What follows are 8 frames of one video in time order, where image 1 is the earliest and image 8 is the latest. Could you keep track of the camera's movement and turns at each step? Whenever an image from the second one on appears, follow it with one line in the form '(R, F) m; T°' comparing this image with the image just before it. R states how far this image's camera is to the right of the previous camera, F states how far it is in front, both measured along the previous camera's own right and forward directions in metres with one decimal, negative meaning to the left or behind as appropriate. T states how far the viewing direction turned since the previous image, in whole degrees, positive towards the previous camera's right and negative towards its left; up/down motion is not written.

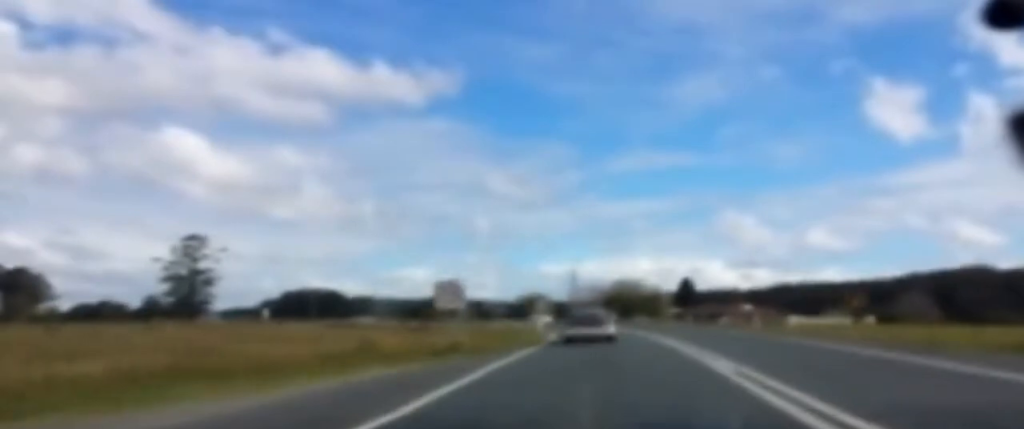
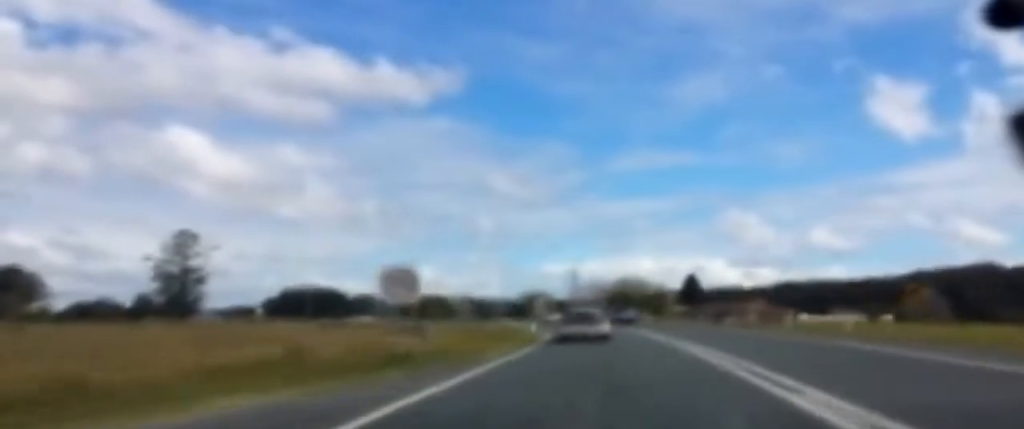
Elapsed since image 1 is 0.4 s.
(0.0, +7.6) m; -1°
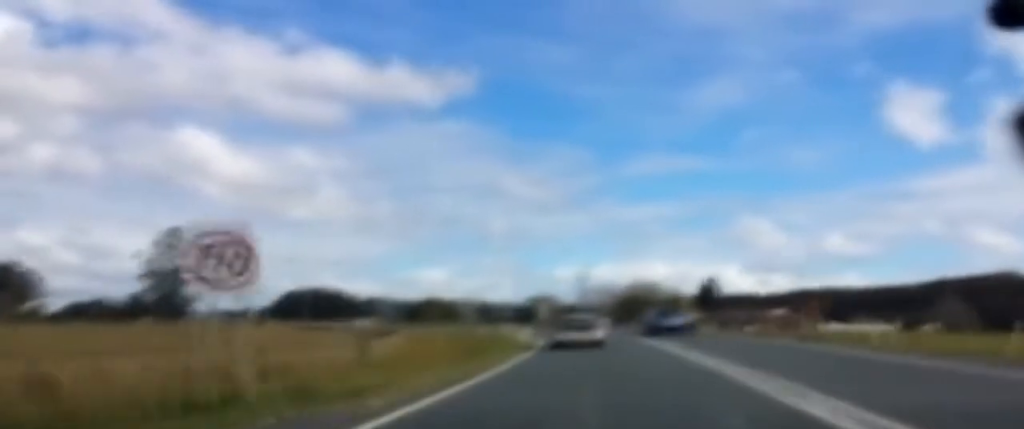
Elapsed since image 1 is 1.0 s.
(-0.1, +11.4) m; -1°
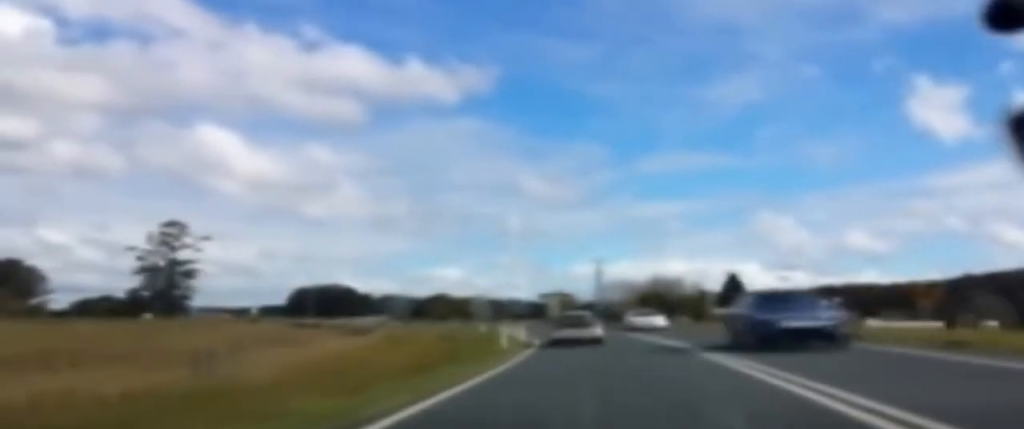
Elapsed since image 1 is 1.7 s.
(-0.1, +12.7) m; -1°
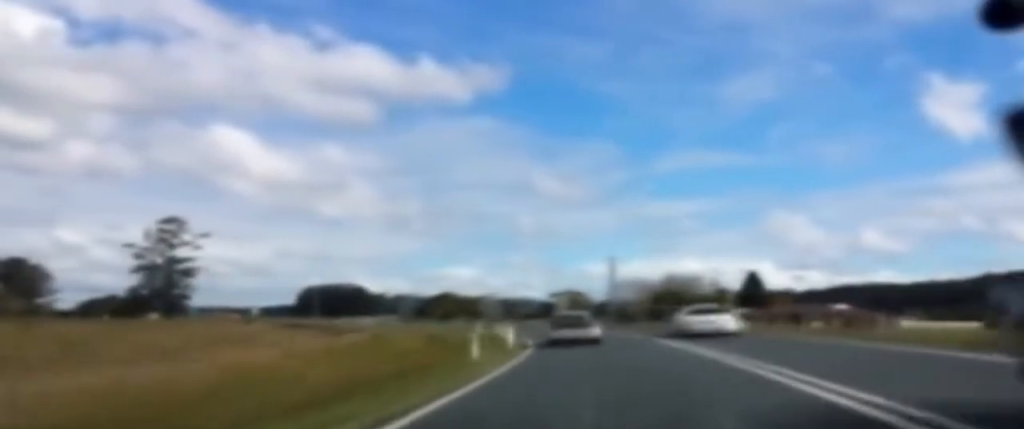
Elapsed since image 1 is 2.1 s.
(0.0, +8.9) m; 0°
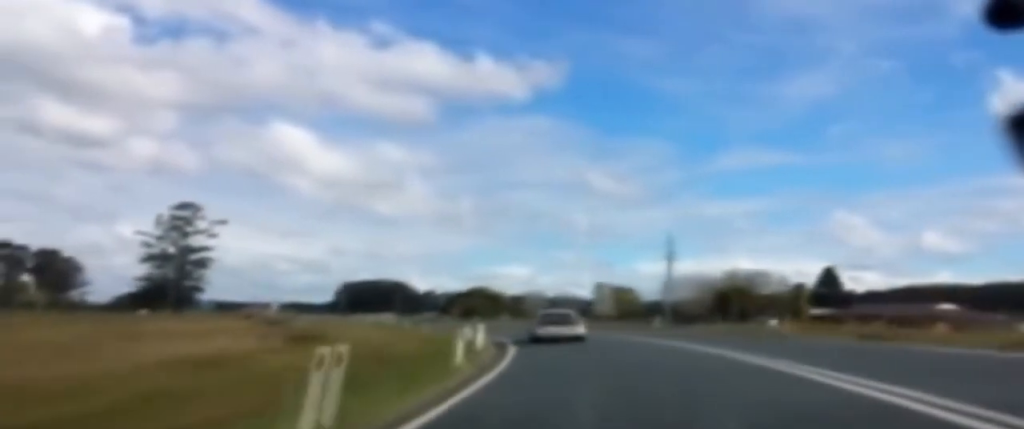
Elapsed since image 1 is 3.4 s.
(-0.2, +23.6) m; -4°
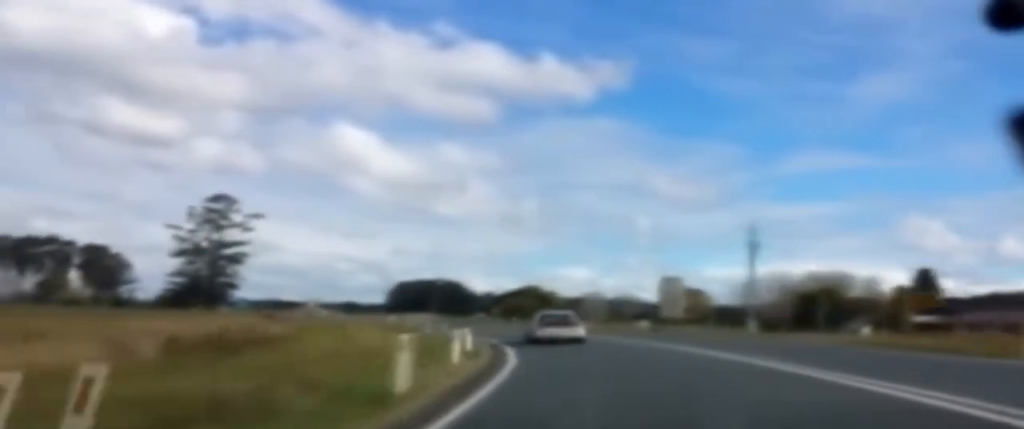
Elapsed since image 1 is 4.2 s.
(-0.6, +15.3) m; -3°
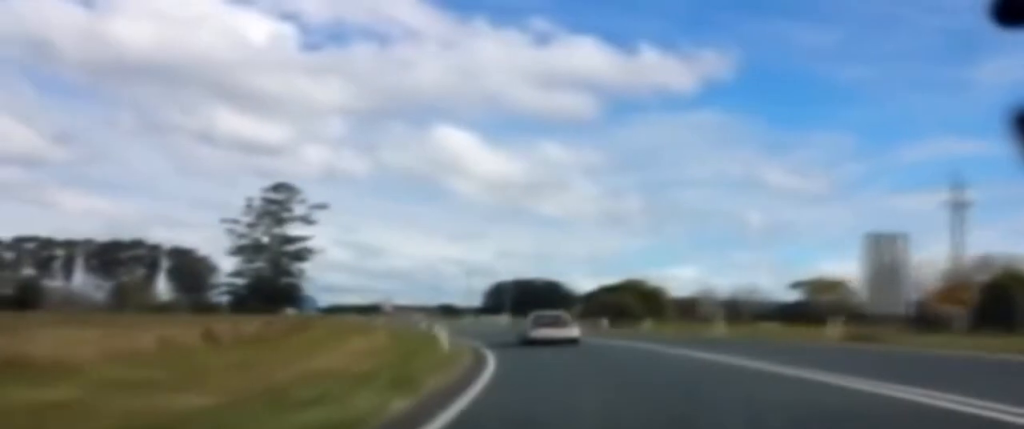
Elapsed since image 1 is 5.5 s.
(-1.0, +24.8) m; -5°
